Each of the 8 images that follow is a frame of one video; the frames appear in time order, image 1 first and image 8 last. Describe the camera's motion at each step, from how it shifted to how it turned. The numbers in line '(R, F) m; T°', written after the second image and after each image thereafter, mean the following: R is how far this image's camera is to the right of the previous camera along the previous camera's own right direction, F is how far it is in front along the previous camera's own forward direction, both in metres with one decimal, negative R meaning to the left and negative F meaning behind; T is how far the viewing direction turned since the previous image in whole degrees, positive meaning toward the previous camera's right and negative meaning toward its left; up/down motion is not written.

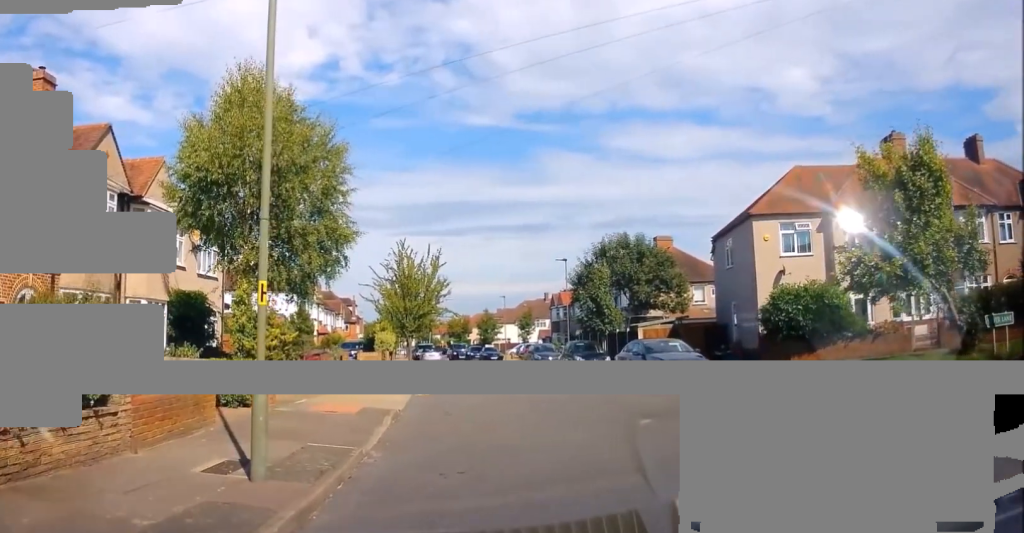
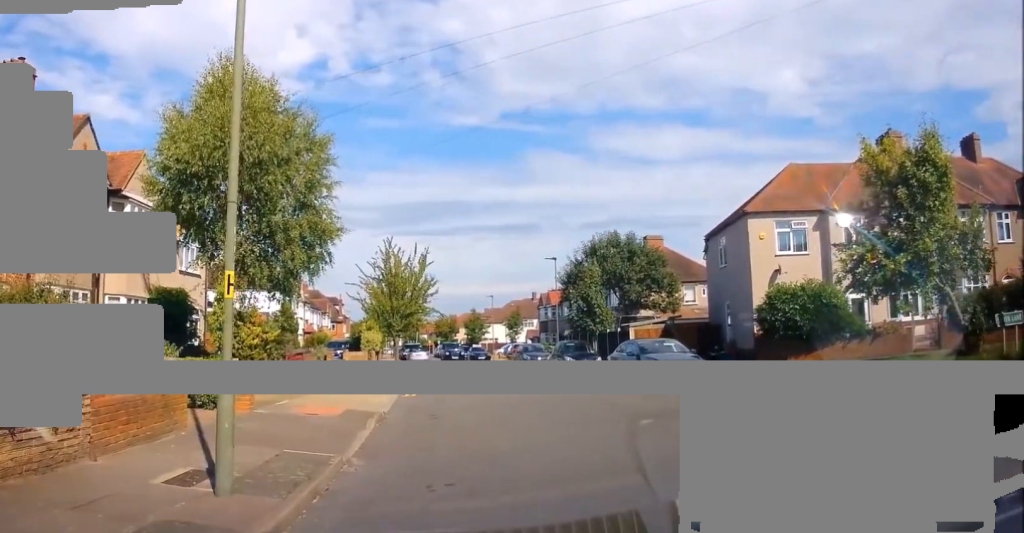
(-0.1, +0.7) m; 0°
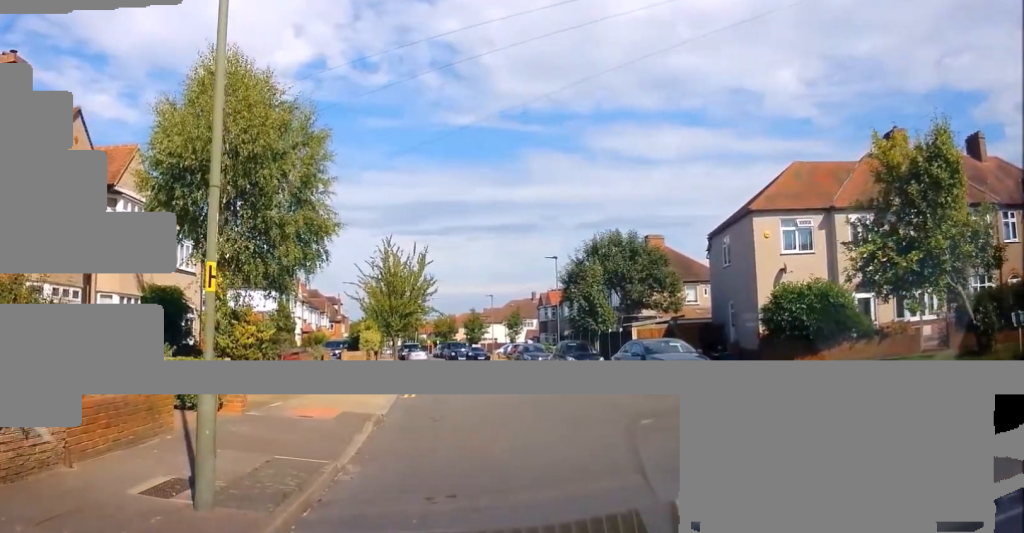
(-0.3, +0.6) m; 0°
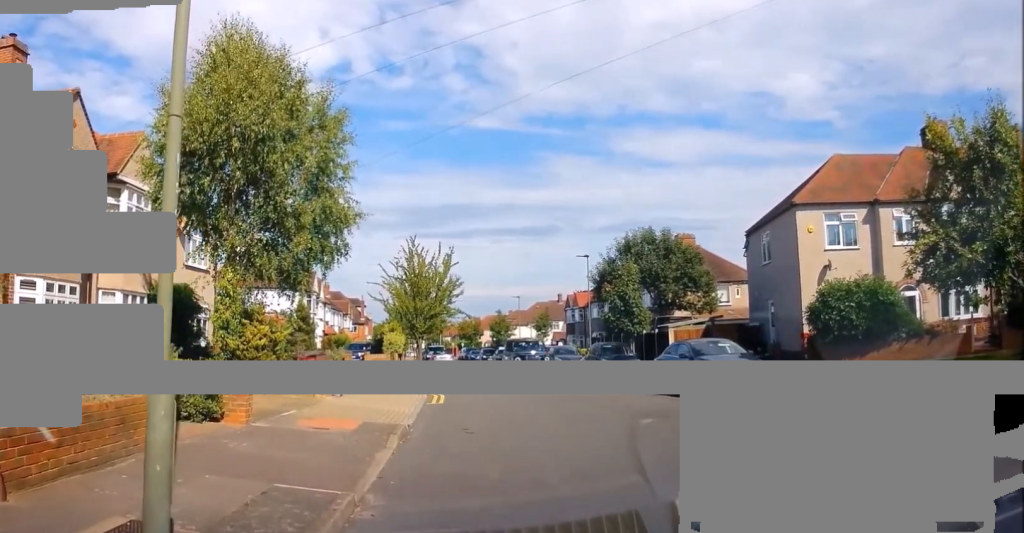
(0.0, +1.7) m; 0°
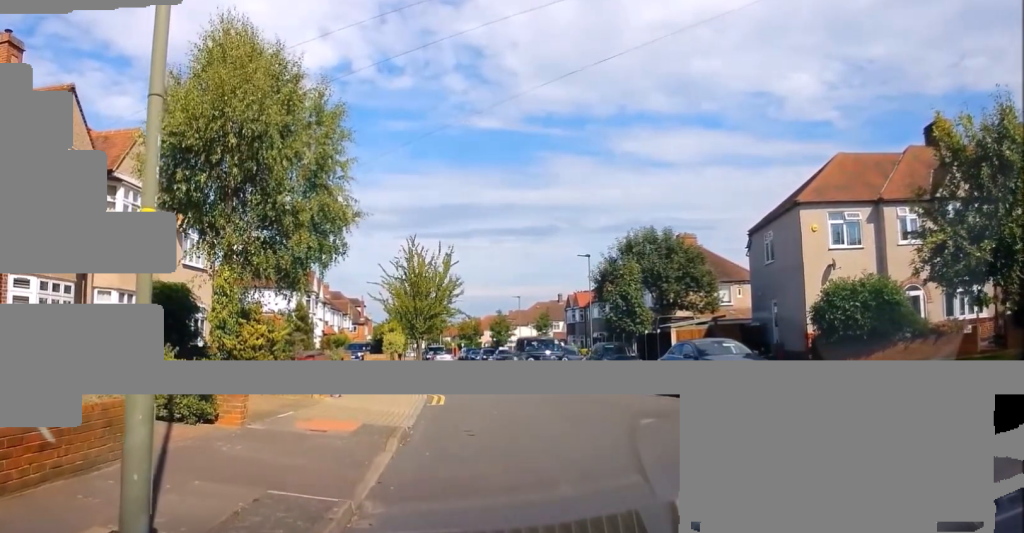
(0.0, +0.4) m; 0°
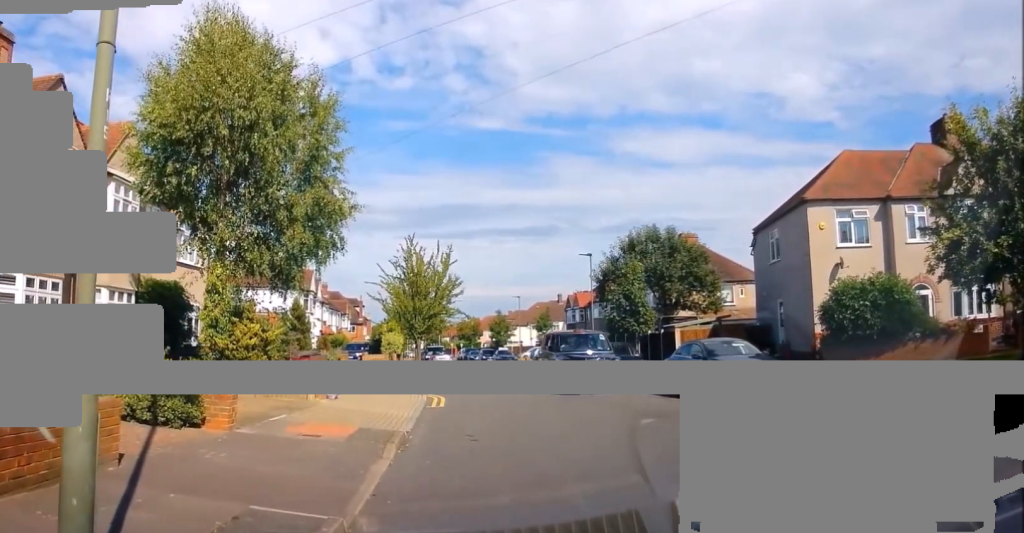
(0.0, +0.8) m; 0°
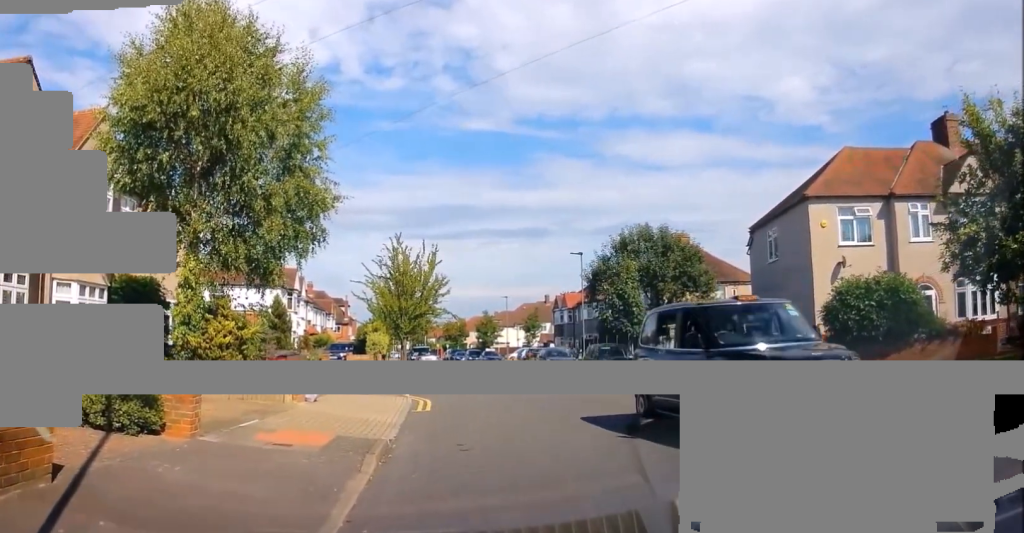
(0.0, +1.0) m; 0°
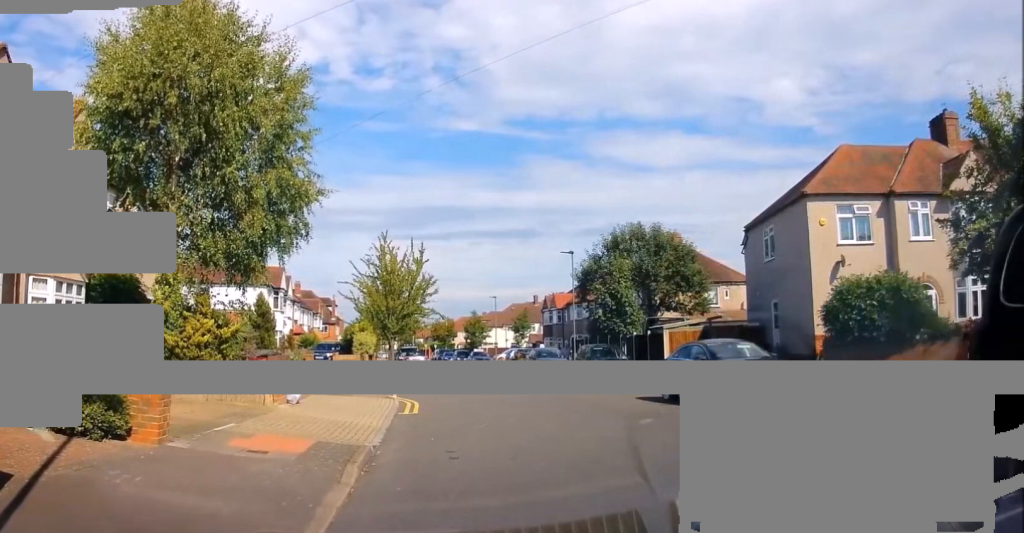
(0.0, +0.6) m; 0°
